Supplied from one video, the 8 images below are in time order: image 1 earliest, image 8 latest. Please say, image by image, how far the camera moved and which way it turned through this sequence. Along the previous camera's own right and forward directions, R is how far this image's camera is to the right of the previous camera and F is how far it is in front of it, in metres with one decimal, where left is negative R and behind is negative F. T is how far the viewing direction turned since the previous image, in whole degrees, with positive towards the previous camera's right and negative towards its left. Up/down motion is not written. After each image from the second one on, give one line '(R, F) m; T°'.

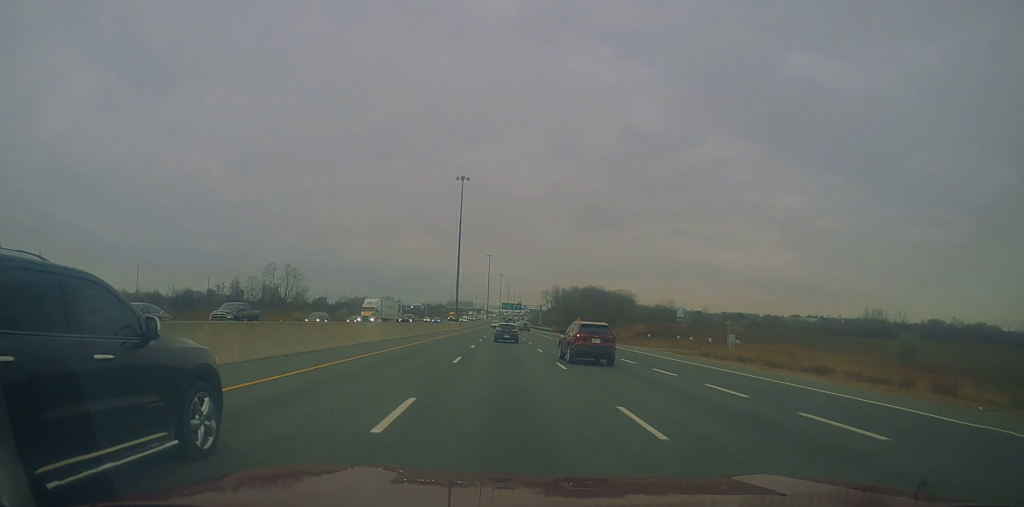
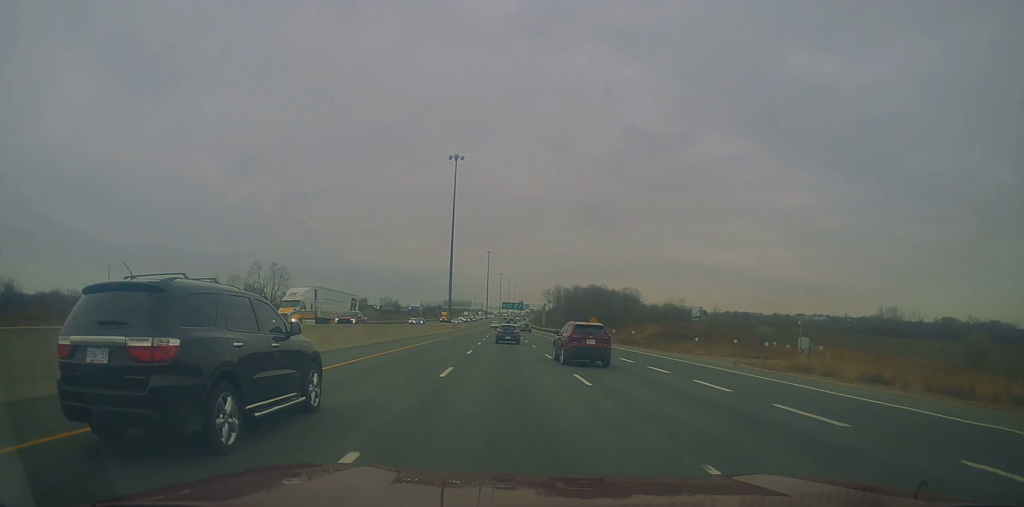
(+0.1, +16.7) m; 0°
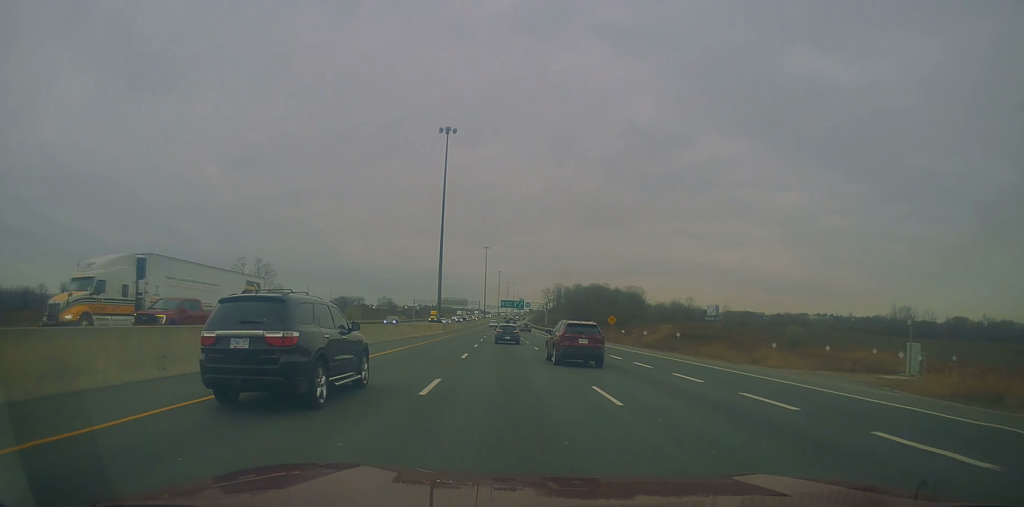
(+0.1, +15.5) m; 0°
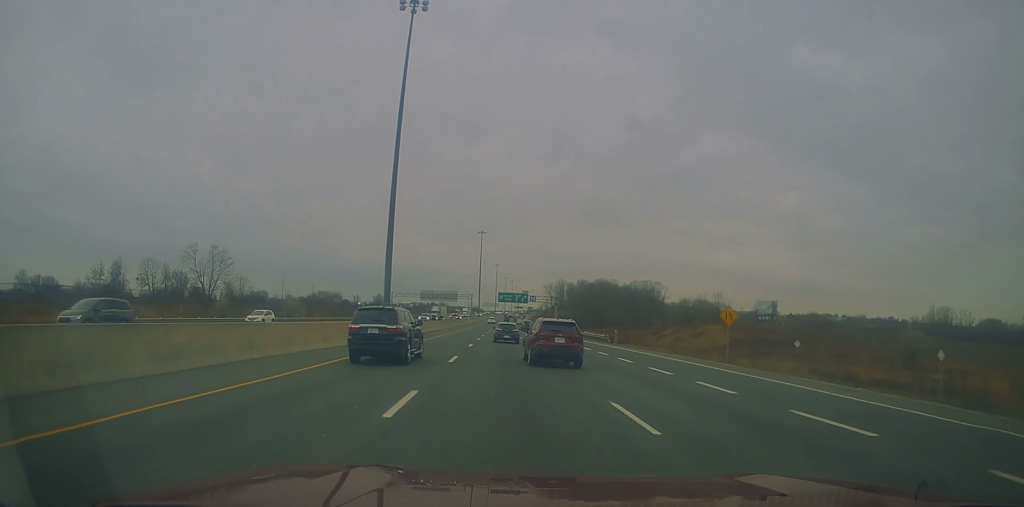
(0.0, +38.9) m; 0°
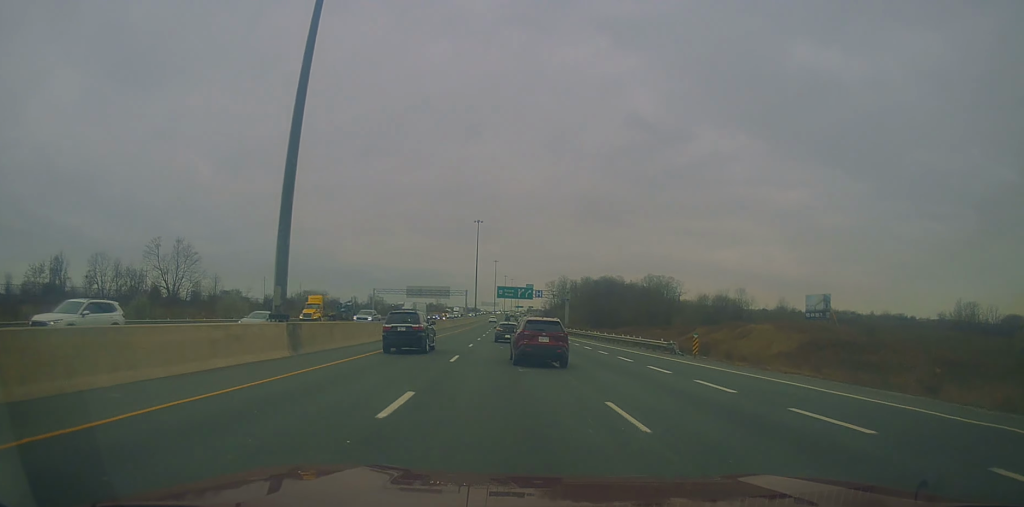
(+0.1, +24.0) m; 0°
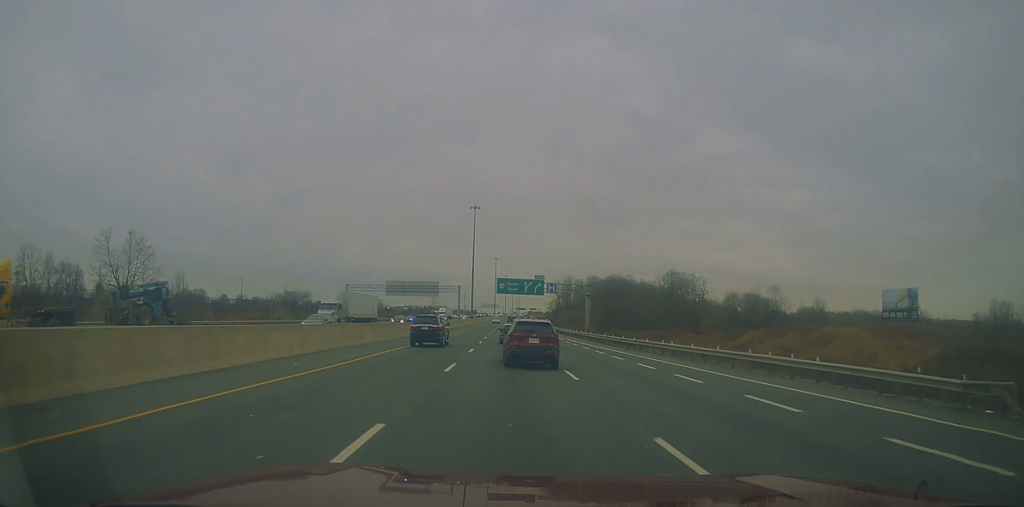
(+0.2, +27.3) m; 0°
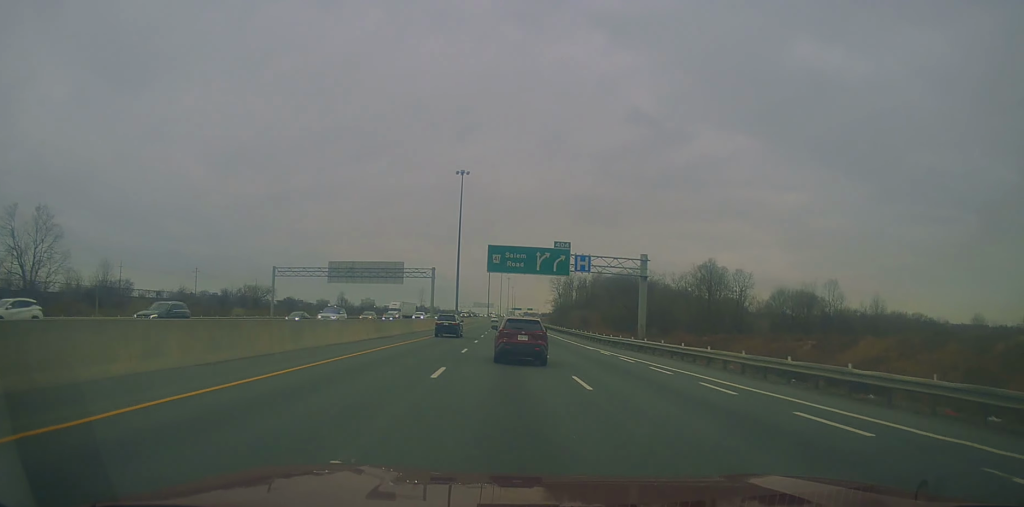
(-0.2, +38.1) m; 0°
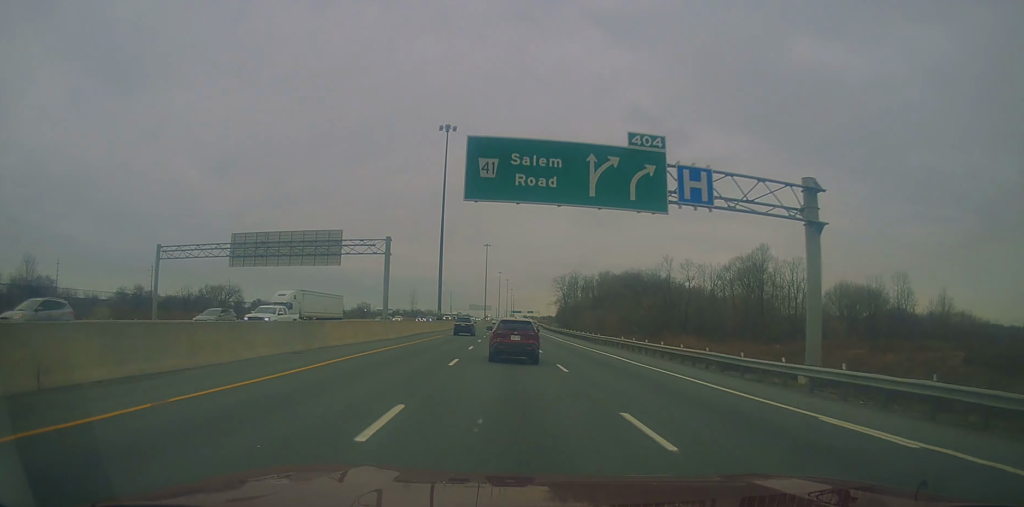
(0.0, +31.1) m; 0°
